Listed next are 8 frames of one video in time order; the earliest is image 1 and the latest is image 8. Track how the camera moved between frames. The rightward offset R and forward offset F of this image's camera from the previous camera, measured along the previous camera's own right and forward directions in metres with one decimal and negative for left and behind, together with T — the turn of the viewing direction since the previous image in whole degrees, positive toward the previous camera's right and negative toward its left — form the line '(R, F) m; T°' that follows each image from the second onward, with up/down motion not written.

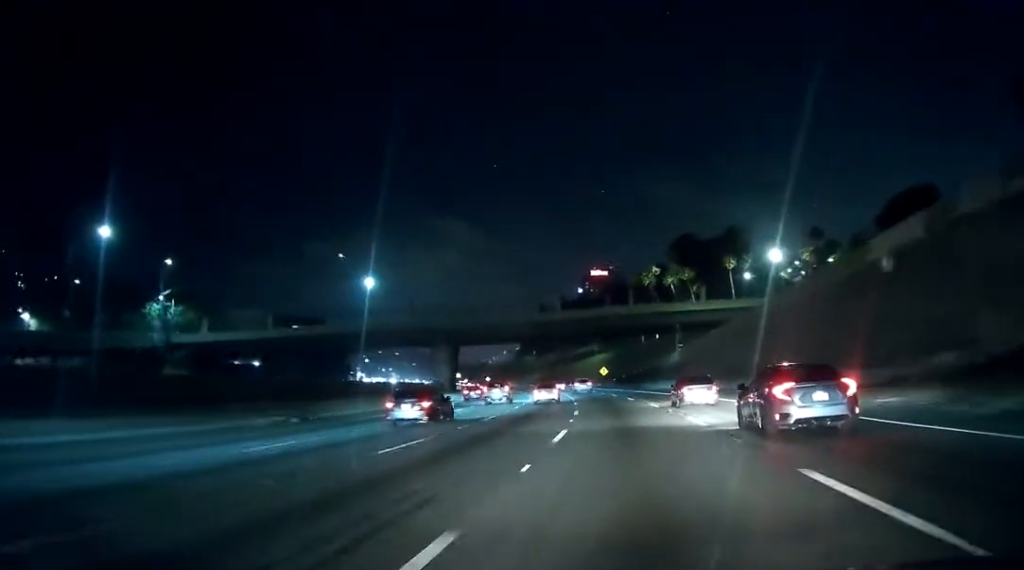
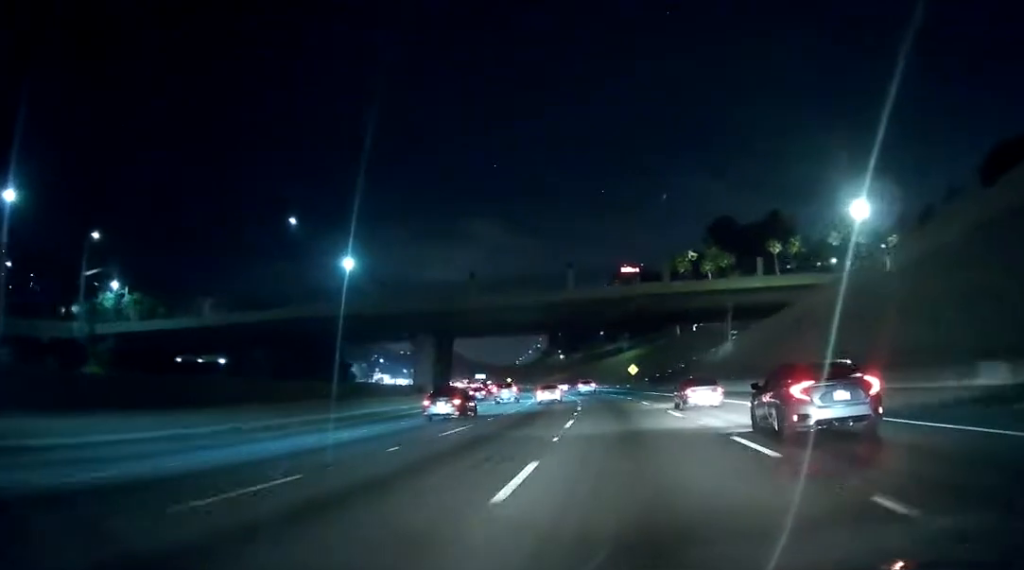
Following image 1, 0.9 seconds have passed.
(-0.7, +23.2) m; -3°
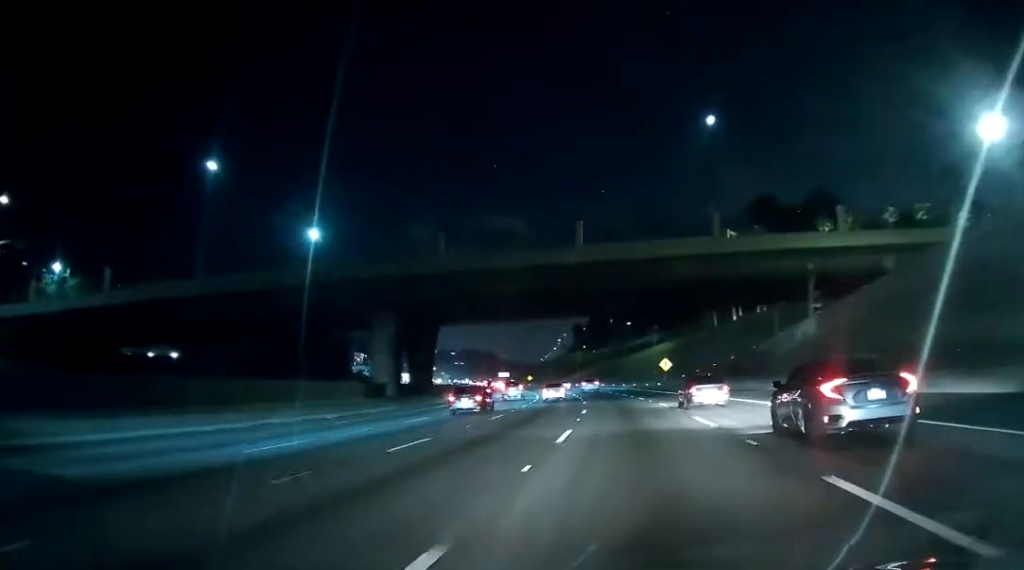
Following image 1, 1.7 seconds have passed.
(-0.4, +21.7) m; -2°
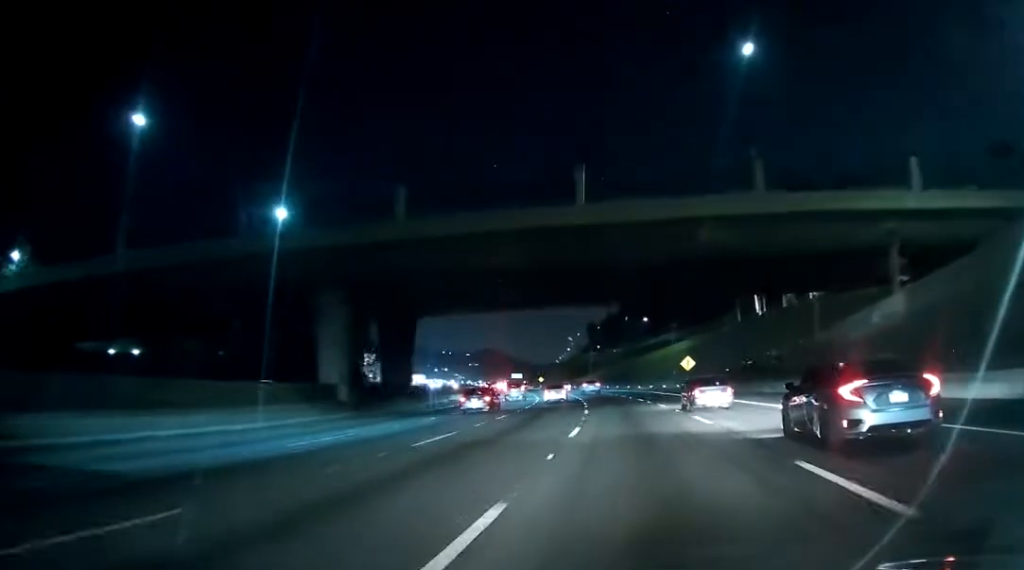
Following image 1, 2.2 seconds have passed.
(+0.1, +12.2) m; -1°
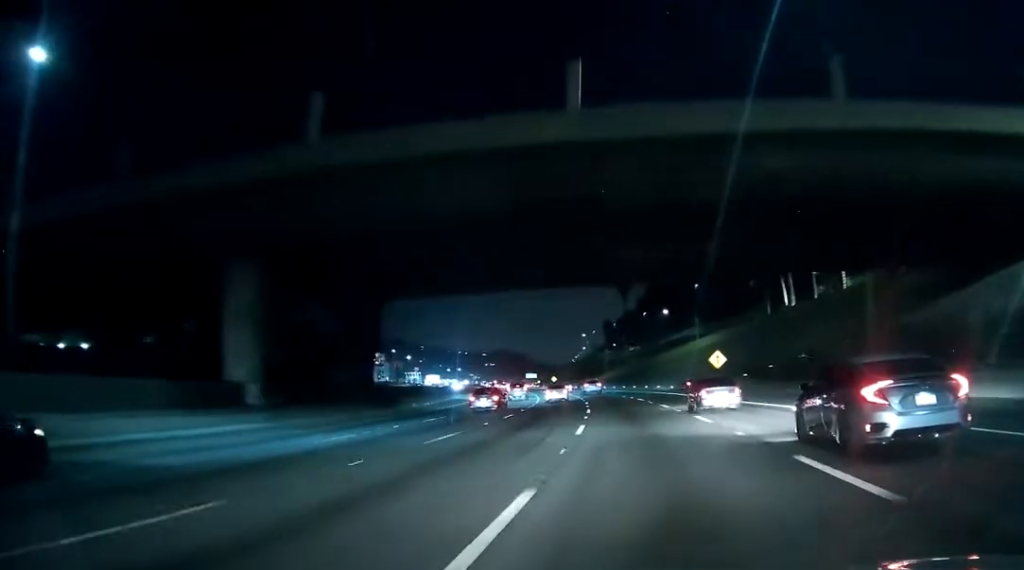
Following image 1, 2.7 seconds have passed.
(-0.3, +14.1) m; -1°
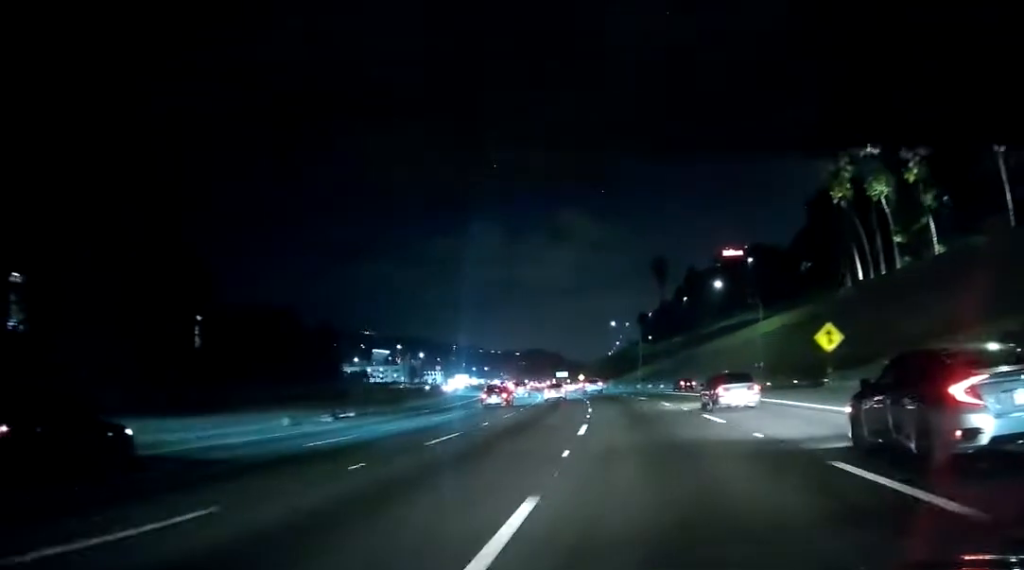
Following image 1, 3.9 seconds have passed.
(-0.7, +30.2) m; -3°
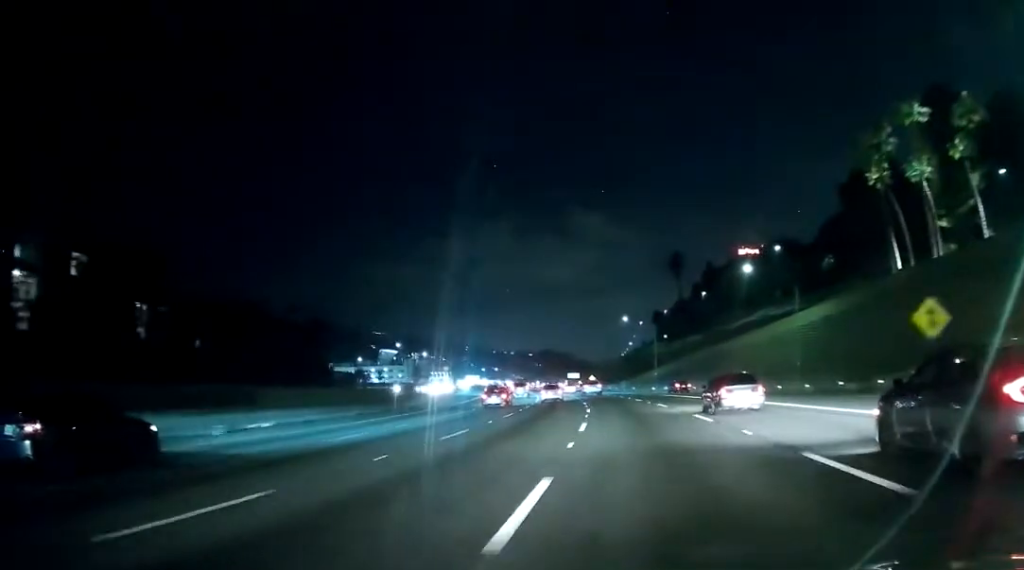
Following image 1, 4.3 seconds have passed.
(+0.1, +12.5) m; -1°
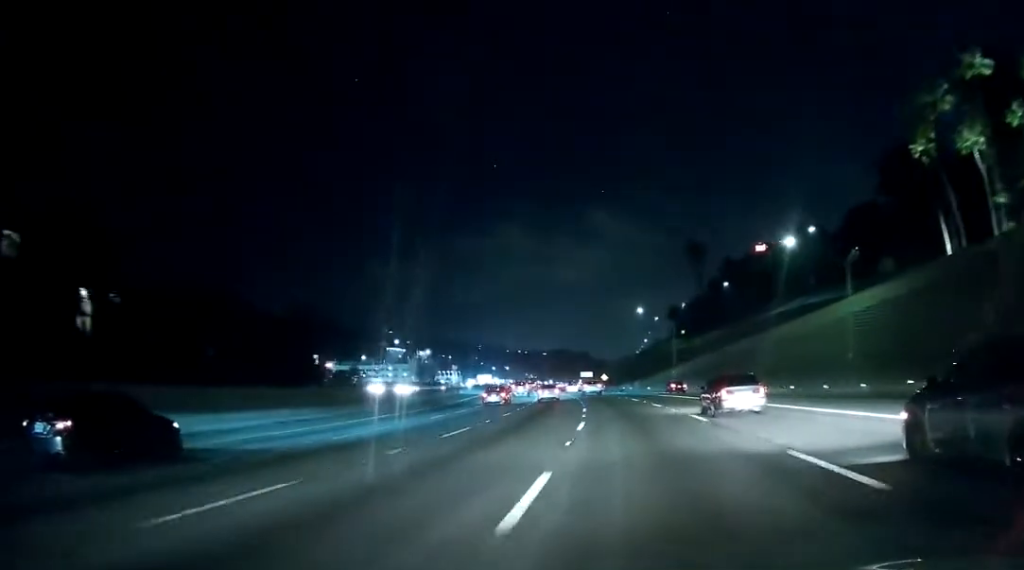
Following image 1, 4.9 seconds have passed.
(-0.4, +14.4) m; -1°
